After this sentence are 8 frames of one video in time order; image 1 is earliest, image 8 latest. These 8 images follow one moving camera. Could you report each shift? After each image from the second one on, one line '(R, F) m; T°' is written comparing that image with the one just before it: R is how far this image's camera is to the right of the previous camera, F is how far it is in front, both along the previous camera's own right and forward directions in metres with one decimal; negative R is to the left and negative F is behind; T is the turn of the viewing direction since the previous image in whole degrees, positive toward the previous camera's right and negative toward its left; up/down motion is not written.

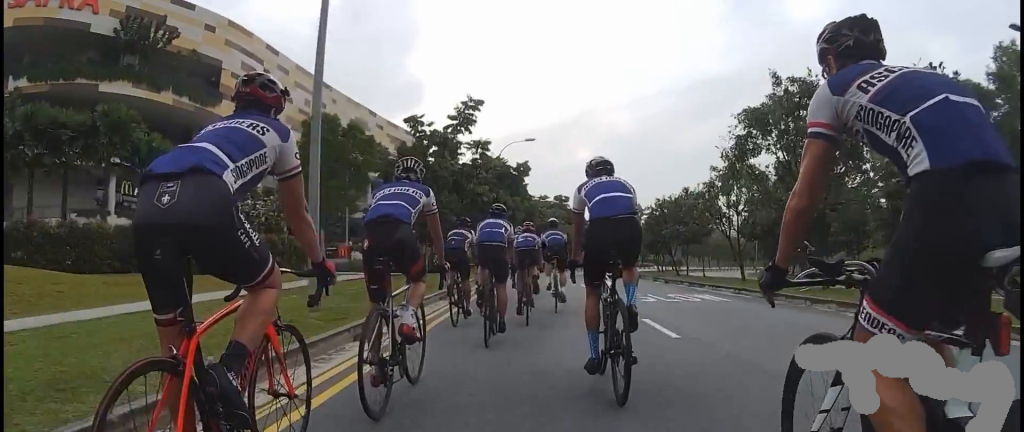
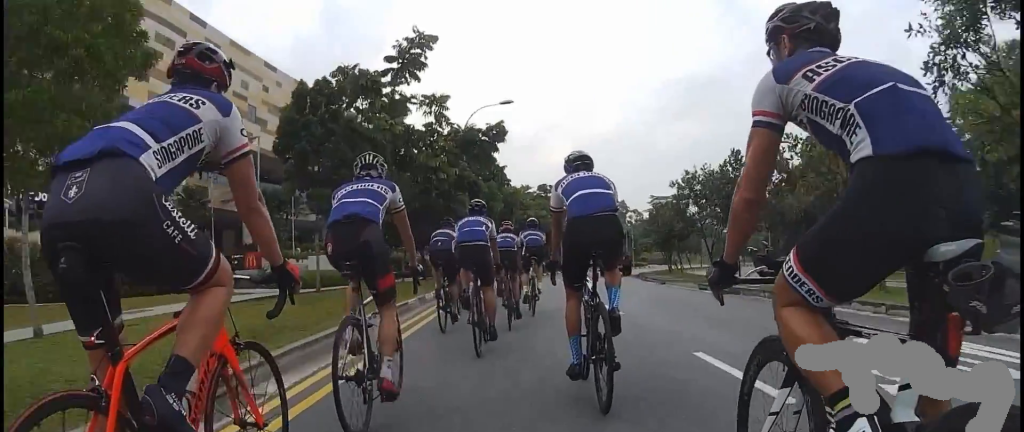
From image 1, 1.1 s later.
(-0.9, +8.5) m; -8°
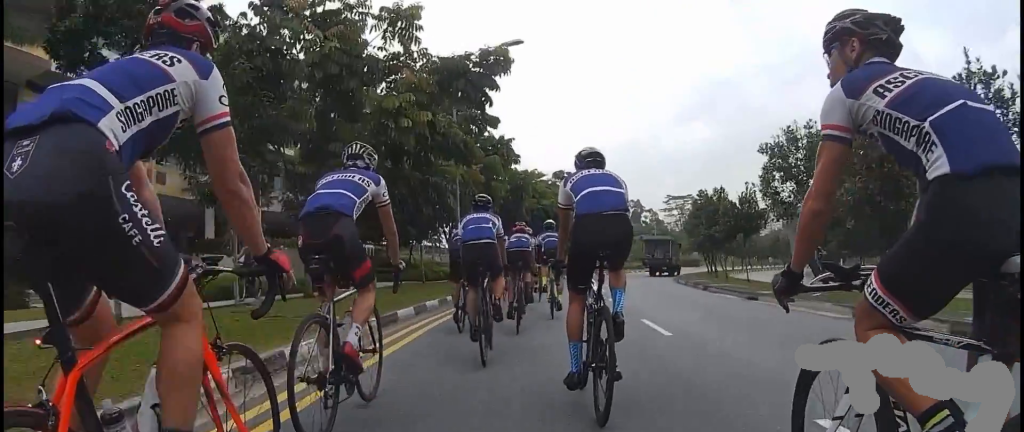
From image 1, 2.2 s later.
(+0.1, +8.0) m; +8°
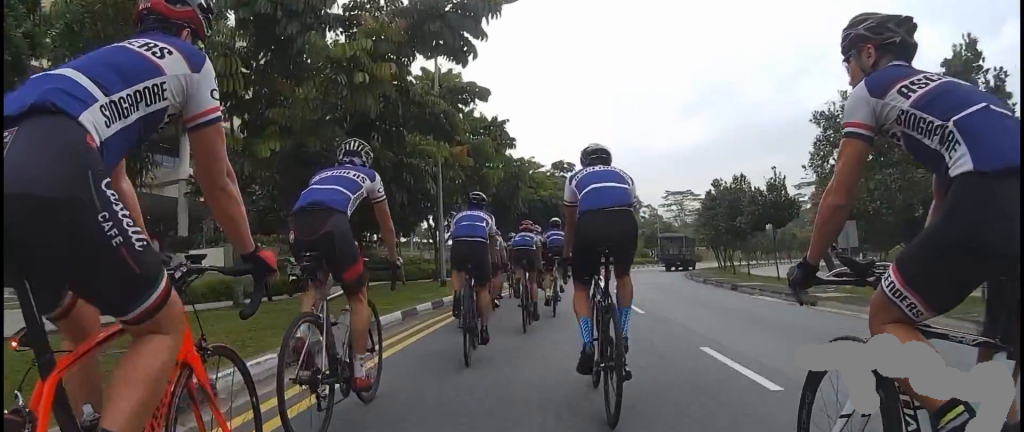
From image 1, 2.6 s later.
(+0.5, +3.3) m; 0°
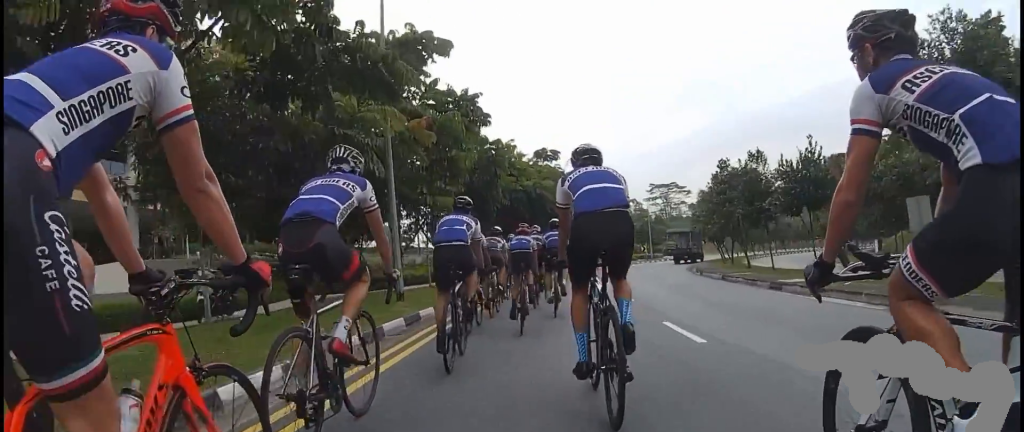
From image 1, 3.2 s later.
(+0.6, +4.1) m; 0°
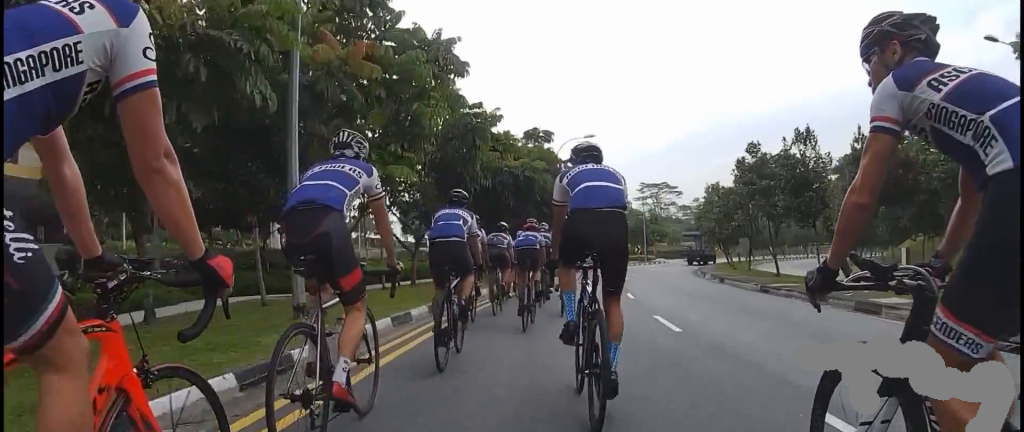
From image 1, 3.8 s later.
(-0.7, +4.8) m; 0°
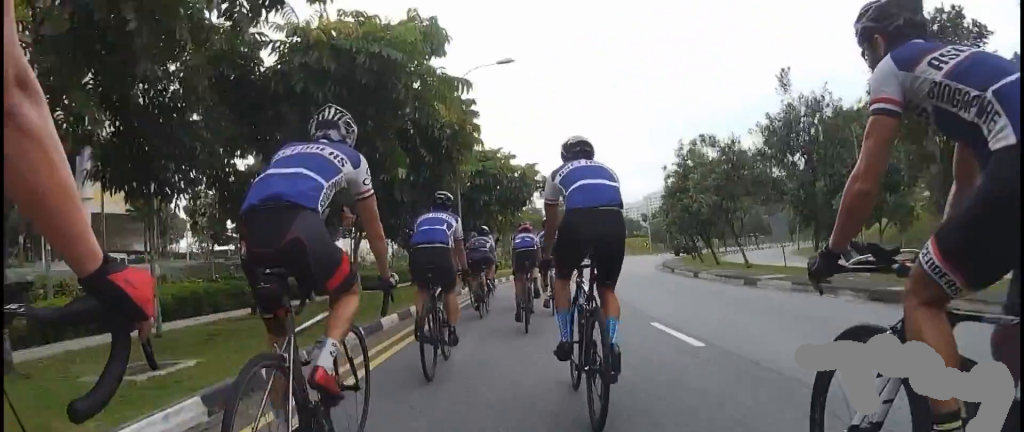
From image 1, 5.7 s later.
(+2.4, +14.1) m; +16°
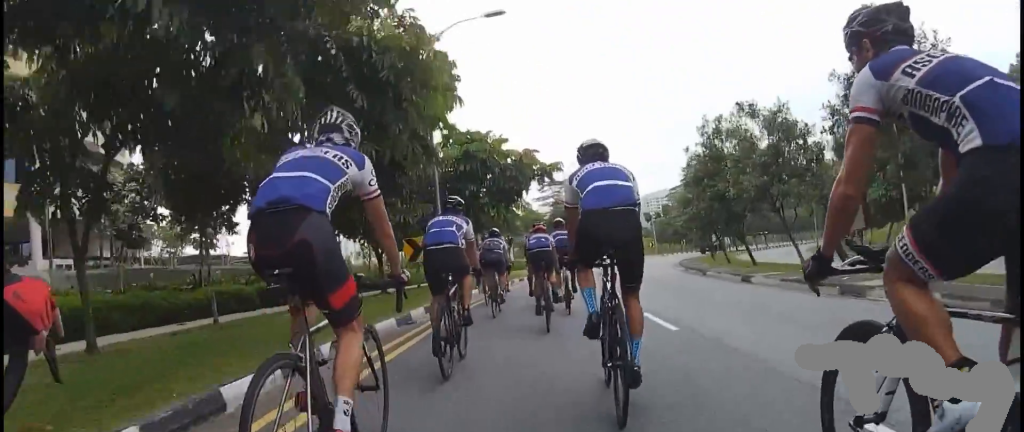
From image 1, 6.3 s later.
(+0.4, +4.9) m; 0°
